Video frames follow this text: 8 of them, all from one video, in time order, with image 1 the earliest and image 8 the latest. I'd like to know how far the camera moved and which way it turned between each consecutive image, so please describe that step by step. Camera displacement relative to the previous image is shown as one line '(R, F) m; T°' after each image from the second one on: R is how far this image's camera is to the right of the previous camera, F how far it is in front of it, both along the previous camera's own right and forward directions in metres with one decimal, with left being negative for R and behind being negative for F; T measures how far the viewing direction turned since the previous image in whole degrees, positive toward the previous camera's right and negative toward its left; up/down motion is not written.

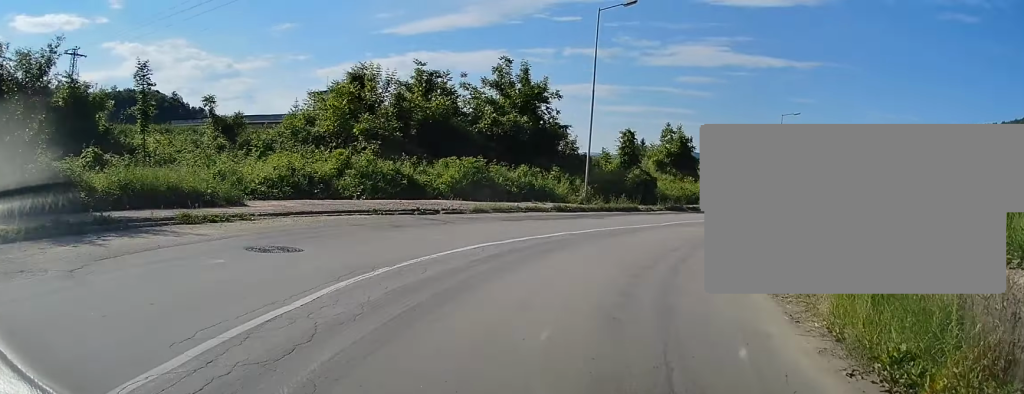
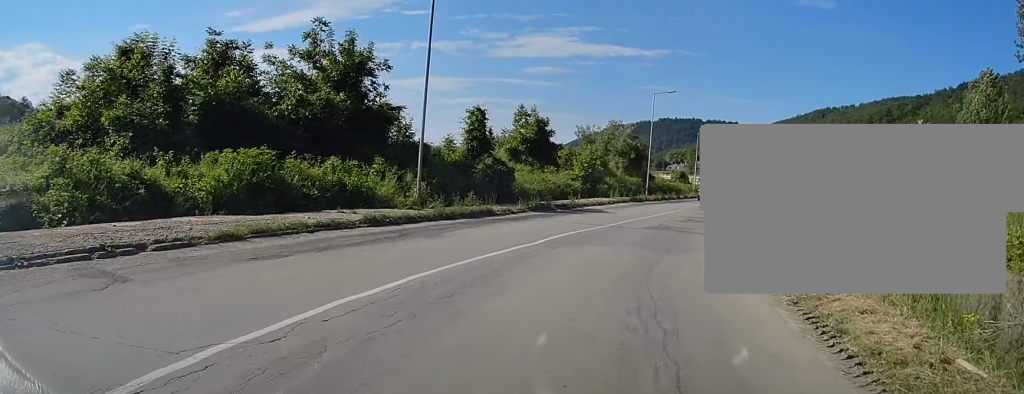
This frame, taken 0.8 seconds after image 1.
(+1.1, +8.6) m; +12°
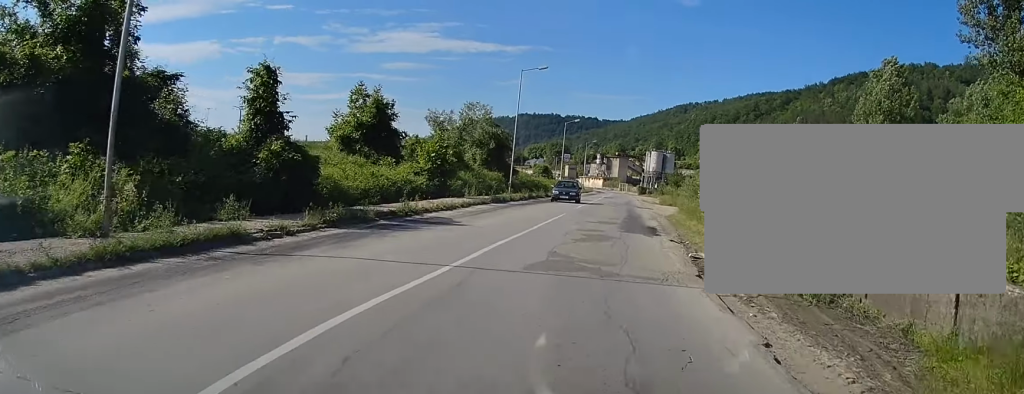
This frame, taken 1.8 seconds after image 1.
(+1.2, +10.5) m; +11°
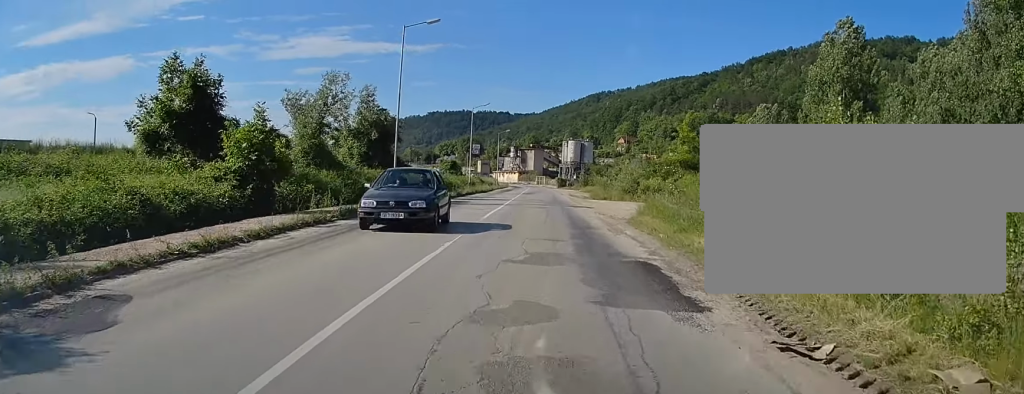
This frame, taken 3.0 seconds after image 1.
(+1.2, +13.8) m; +7°
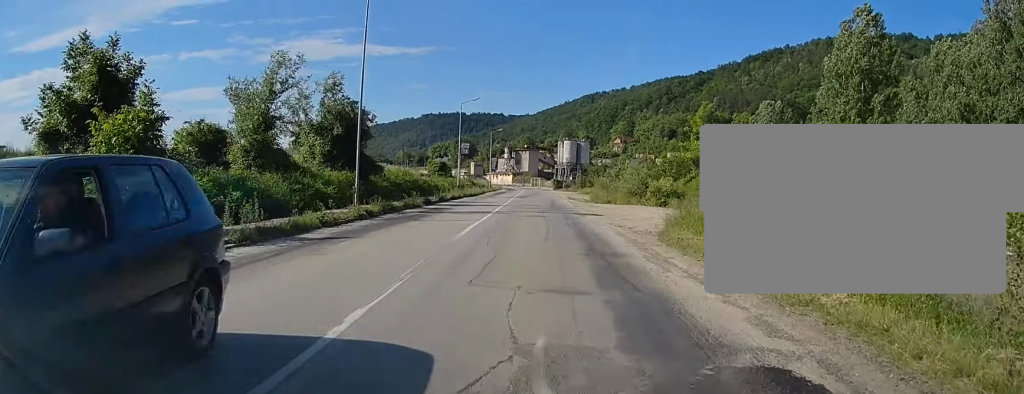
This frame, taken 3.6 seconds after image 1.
(+0.1, +6.6) m; +1°
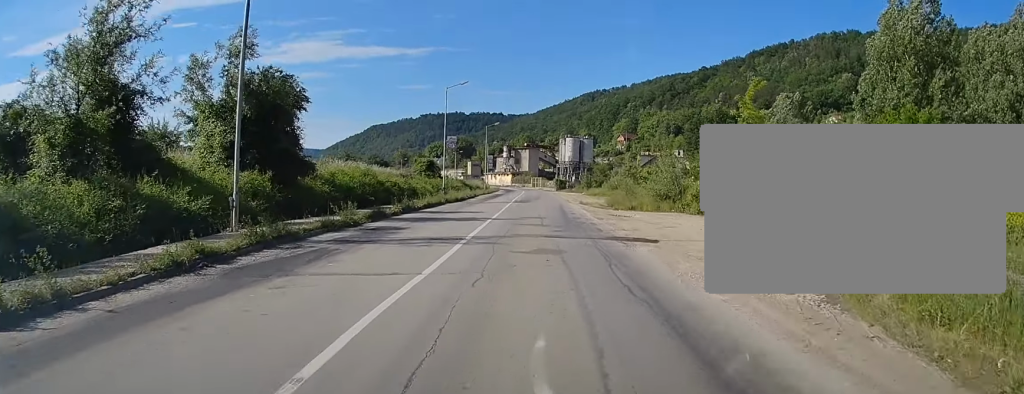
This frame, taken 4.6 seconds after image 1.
(+0.1, +11.8) m; 0°
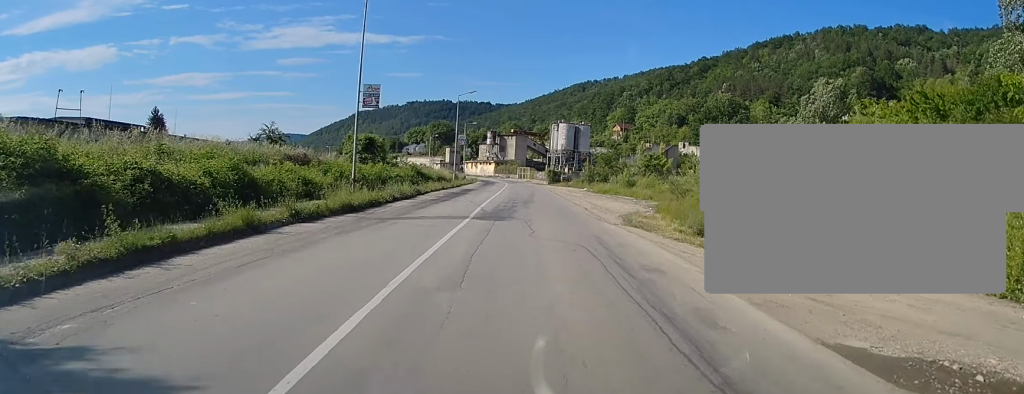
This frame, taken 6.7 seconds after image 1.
(0.0, +26.2) m; 0°
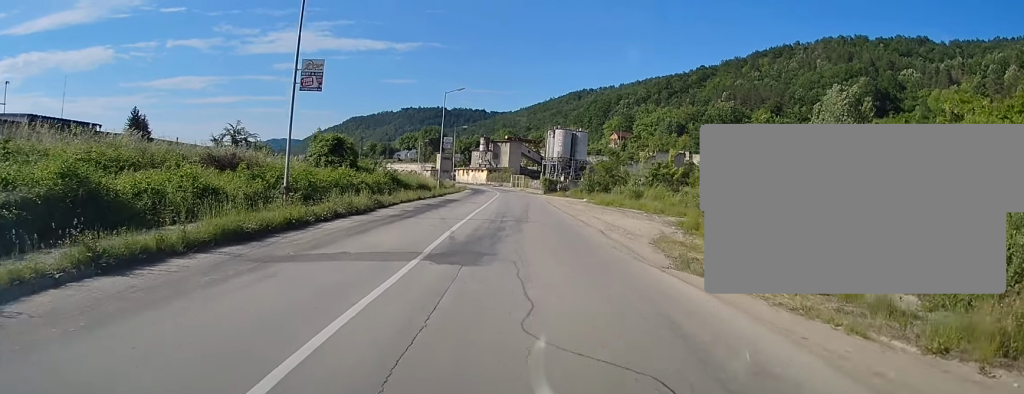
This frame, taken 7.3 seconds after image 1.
(+0.1, +7.9) m; 0°
